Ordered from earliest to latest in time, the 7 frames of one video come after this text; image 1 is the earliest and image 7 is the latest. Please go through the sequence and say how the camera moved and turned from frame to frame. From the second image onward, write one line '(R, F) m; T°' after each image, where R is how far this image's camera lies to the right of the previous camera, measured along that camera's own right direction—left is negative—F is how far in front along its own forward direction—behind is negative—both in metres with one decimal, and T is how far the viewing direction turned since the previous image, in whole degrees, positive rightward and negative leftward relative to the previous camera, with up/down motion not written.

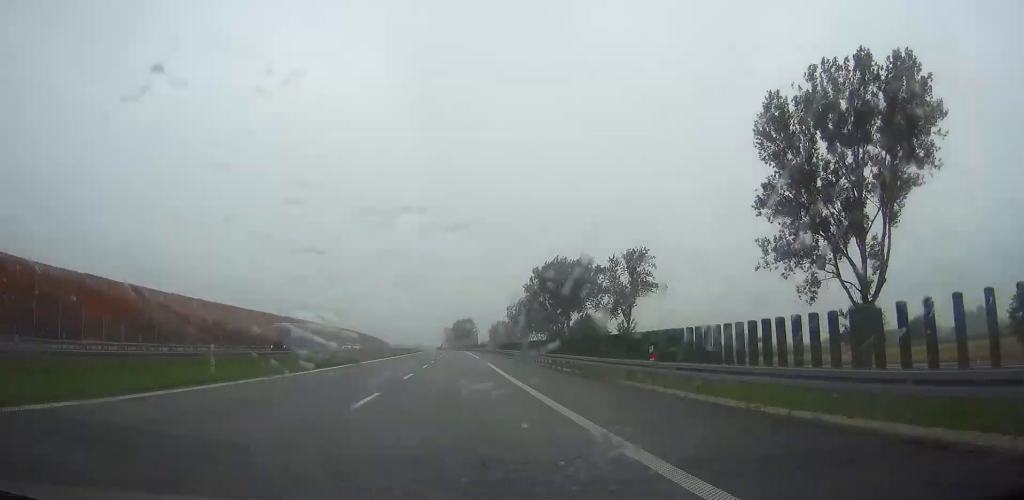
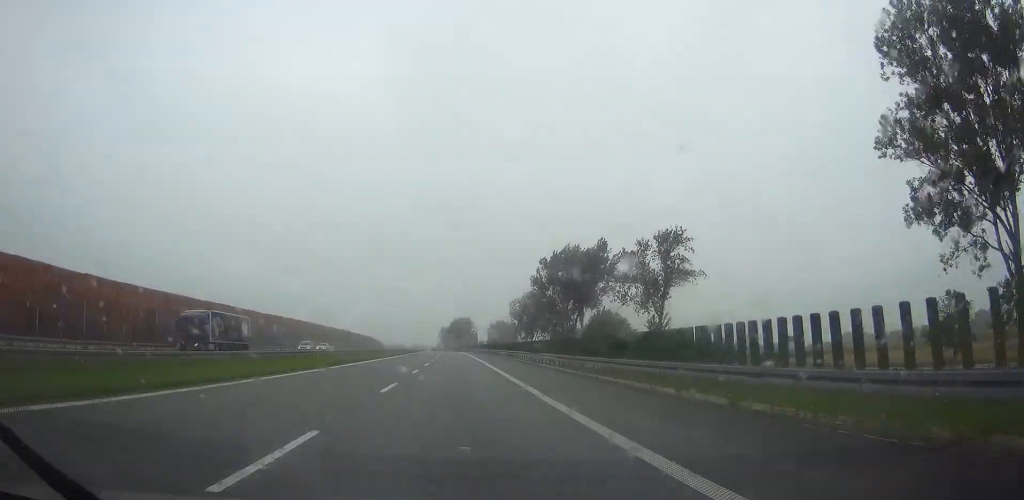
(0.0, +20.5) m; 0°
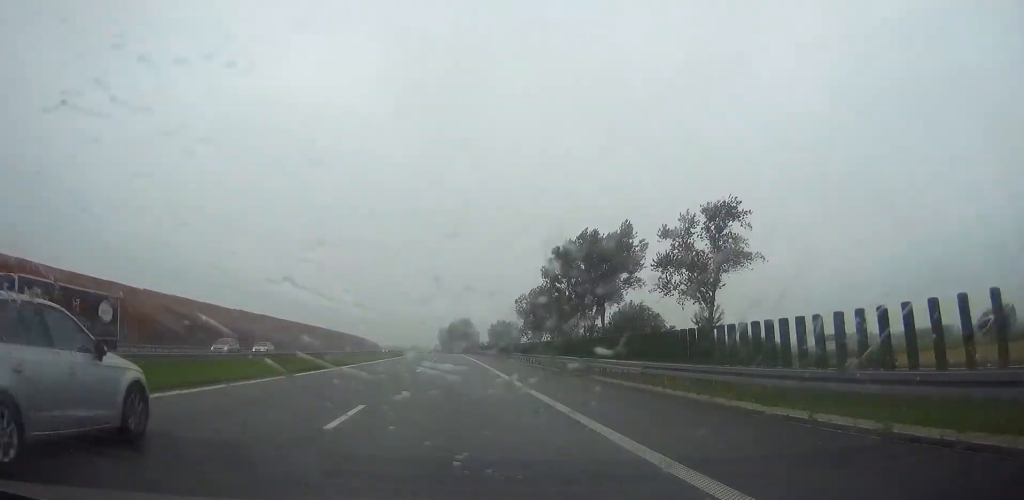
(+0.1, +20.2) m; 0°
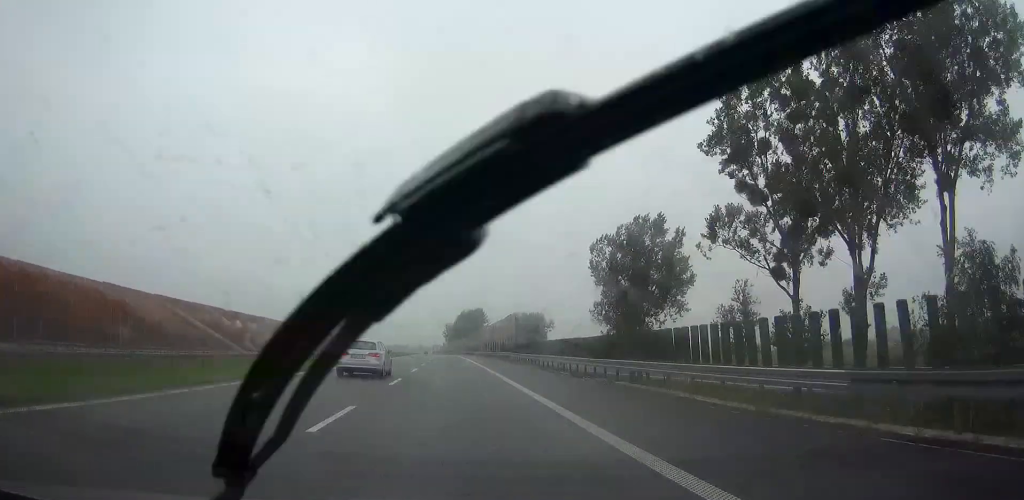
(-0.4, +83.6) m; -1°
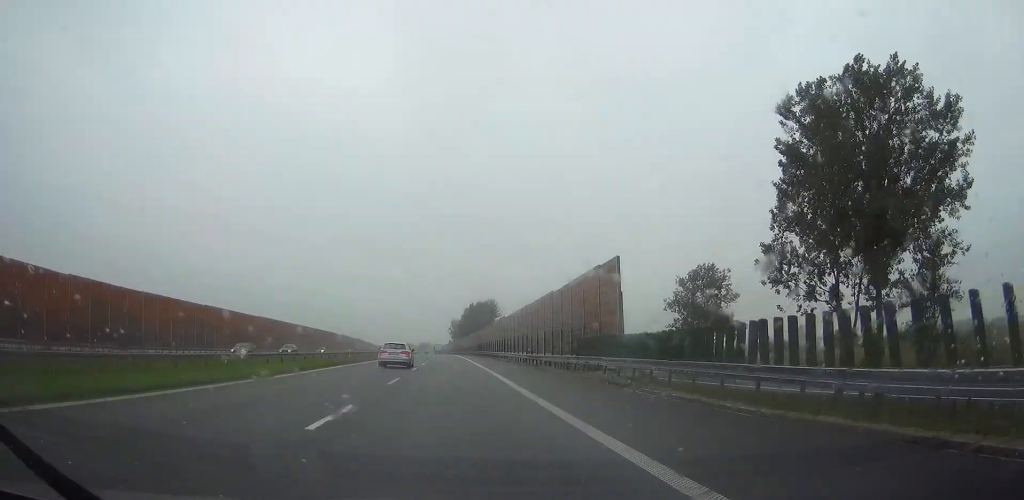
(-0.2, +44.7) m; -1°
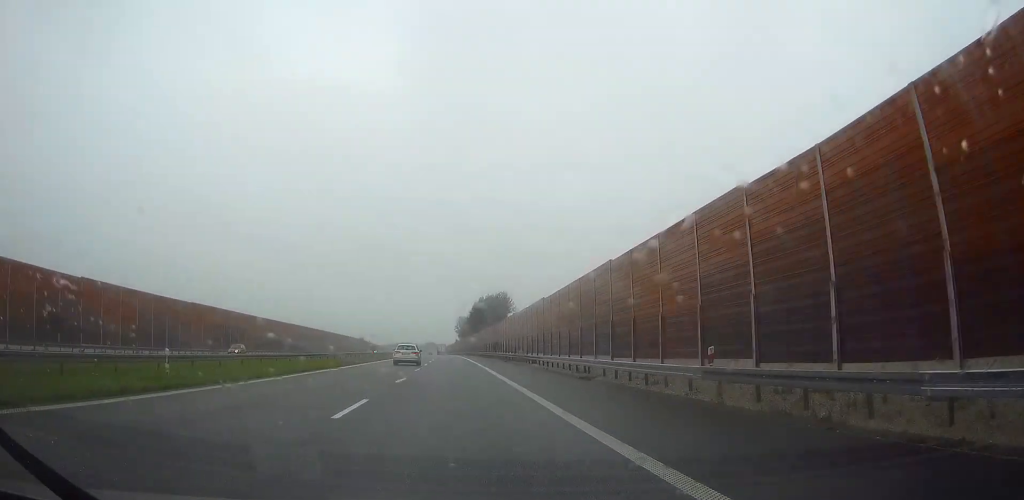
(-0.1, +32.5) m; -1°
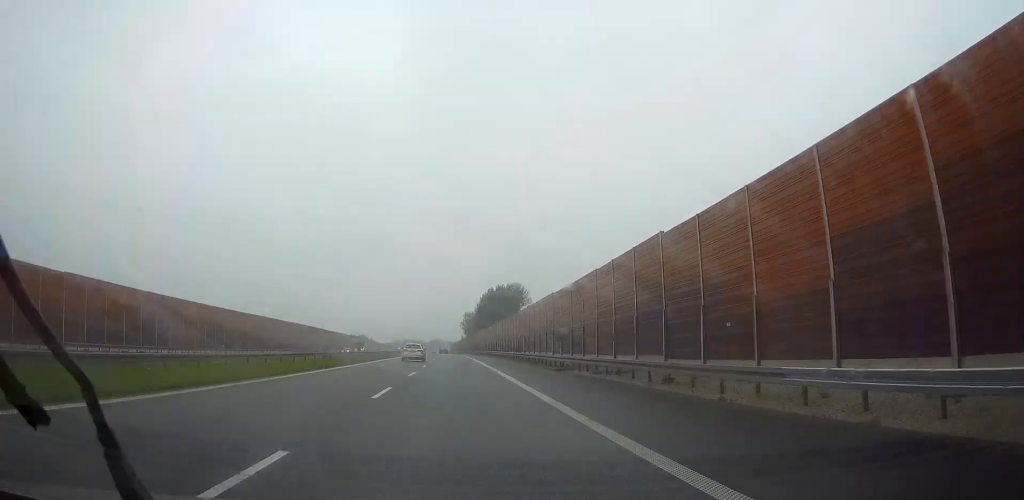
(-0.5, +30.9) m; -1°
